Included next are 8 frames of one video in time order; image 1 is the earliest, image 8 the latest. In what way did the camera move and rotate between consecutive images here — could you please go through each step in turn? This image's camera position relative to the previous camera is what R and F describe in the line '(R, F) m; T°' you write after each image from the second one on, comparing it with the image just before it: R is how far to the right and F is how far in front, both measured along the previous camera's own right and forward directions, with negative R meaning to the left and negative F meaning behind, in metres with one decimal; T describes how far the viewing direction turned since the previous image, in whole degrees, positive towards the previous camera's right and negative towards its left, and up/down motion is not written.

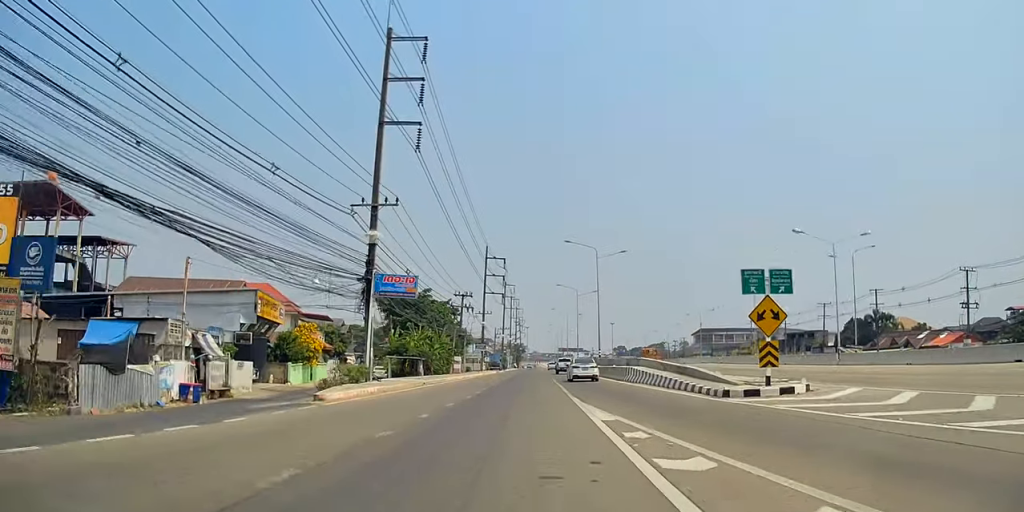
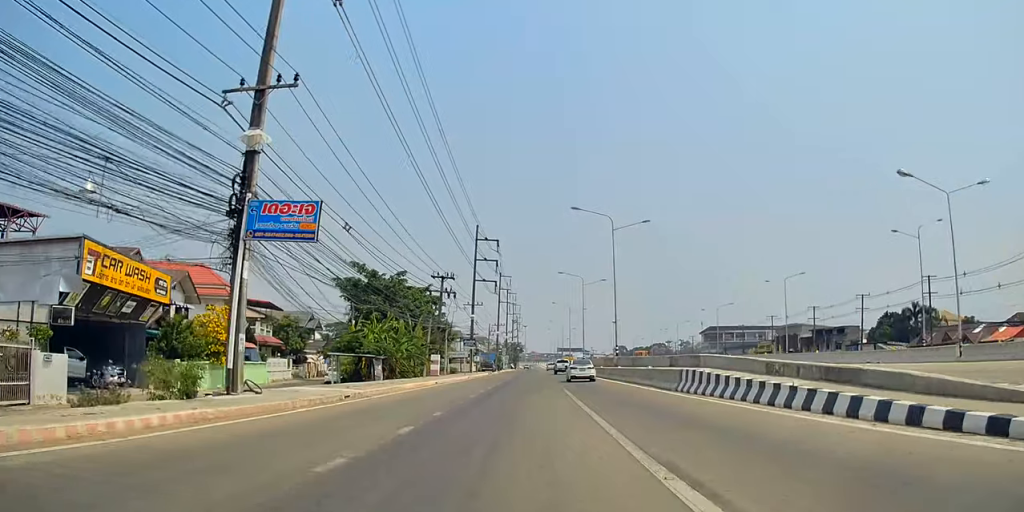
(-0.3, +14.4) m; -2°
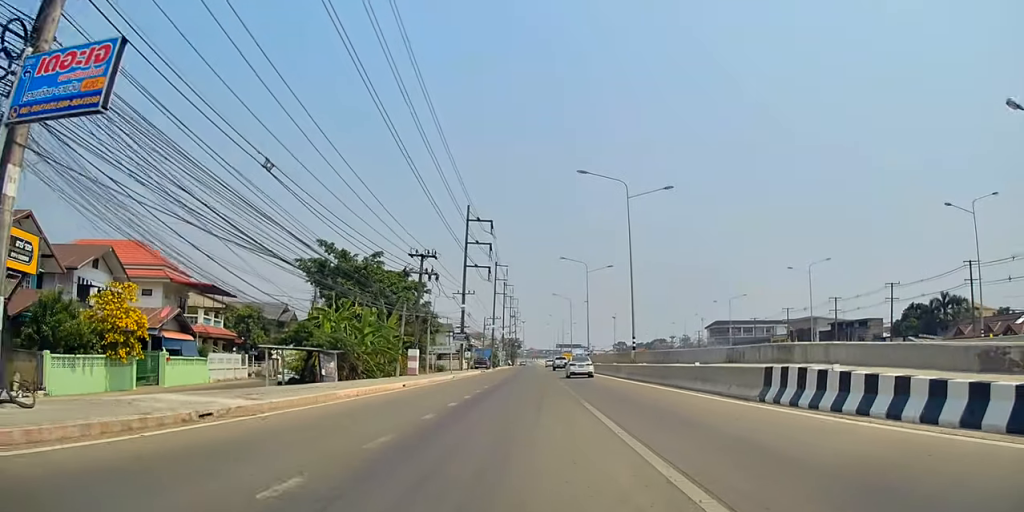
(-0.2, +9.0) m; 0°
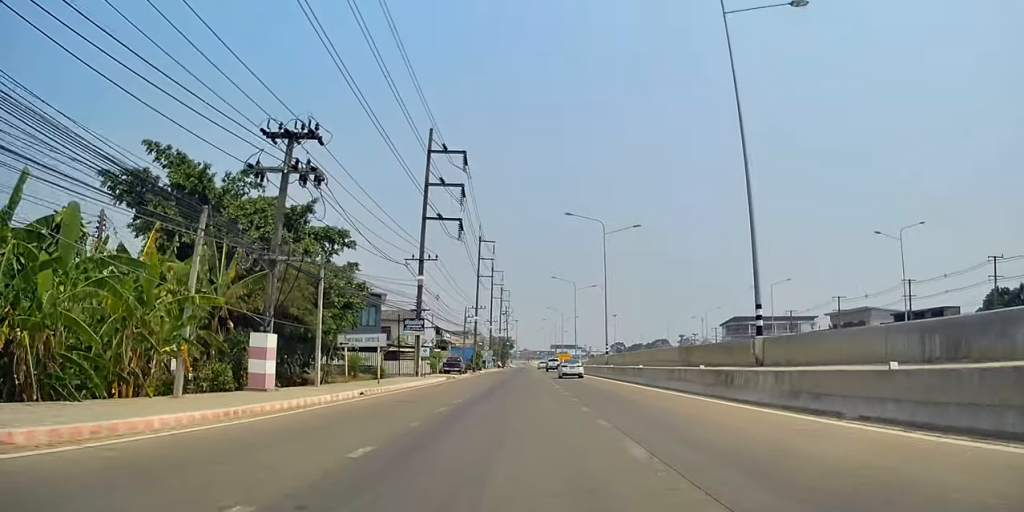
(+1.1, +25.0) m; +2°
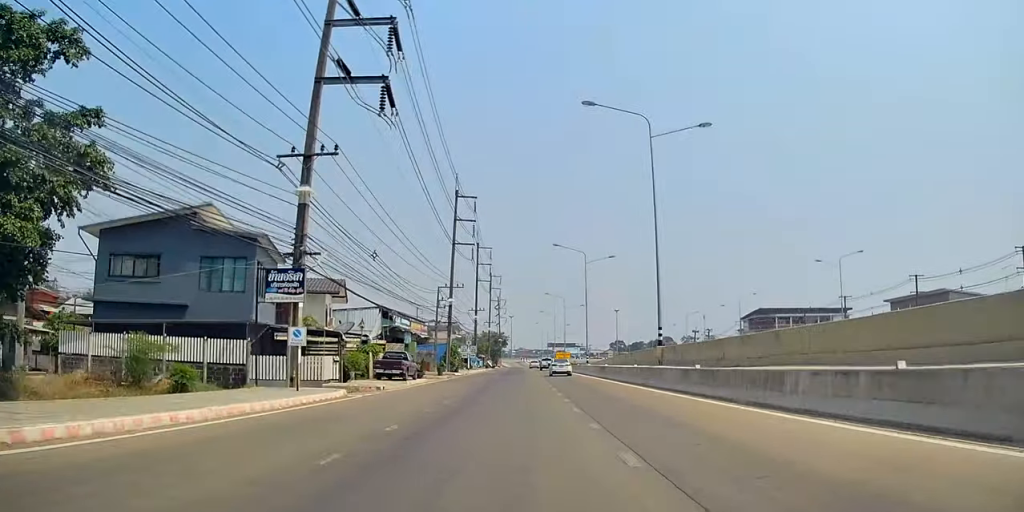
(-0.4, +23.0) m; 0°
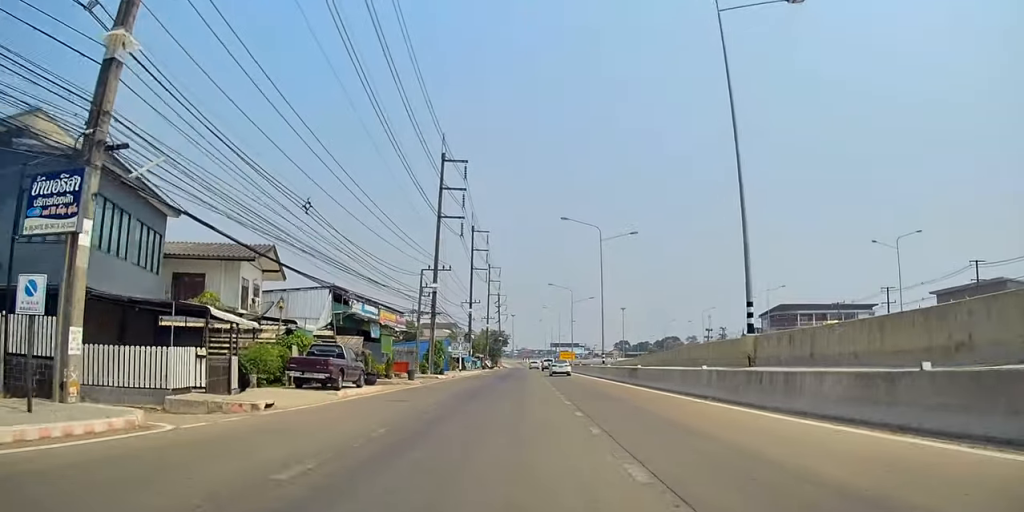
(+0.1, +12.5) m; 0°
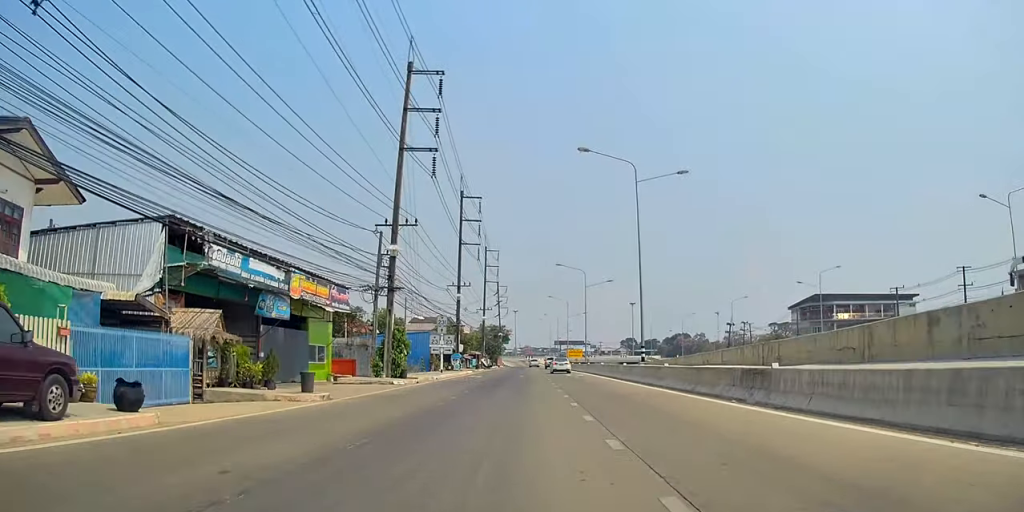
(-0.4, +17.2) m; -1°
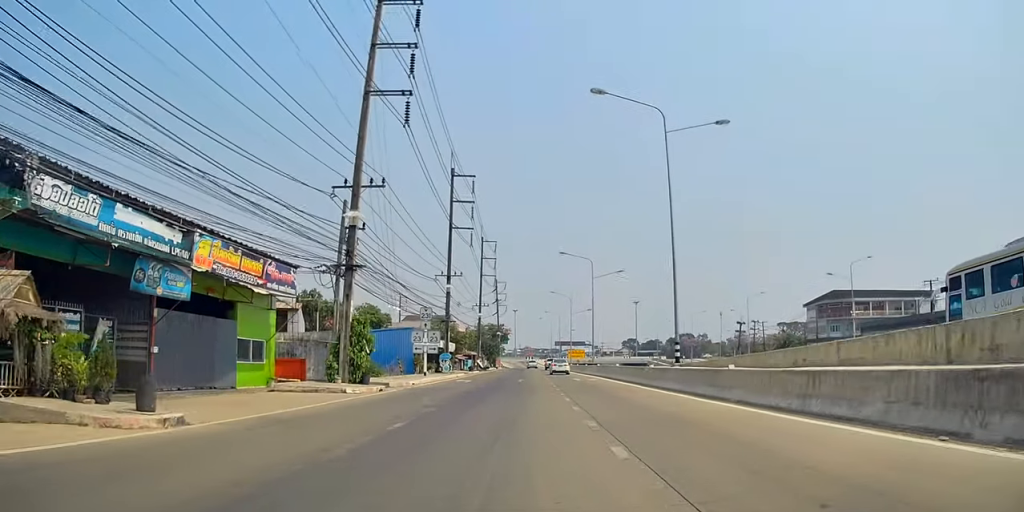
(+0.3, +7.8) m; 0°
